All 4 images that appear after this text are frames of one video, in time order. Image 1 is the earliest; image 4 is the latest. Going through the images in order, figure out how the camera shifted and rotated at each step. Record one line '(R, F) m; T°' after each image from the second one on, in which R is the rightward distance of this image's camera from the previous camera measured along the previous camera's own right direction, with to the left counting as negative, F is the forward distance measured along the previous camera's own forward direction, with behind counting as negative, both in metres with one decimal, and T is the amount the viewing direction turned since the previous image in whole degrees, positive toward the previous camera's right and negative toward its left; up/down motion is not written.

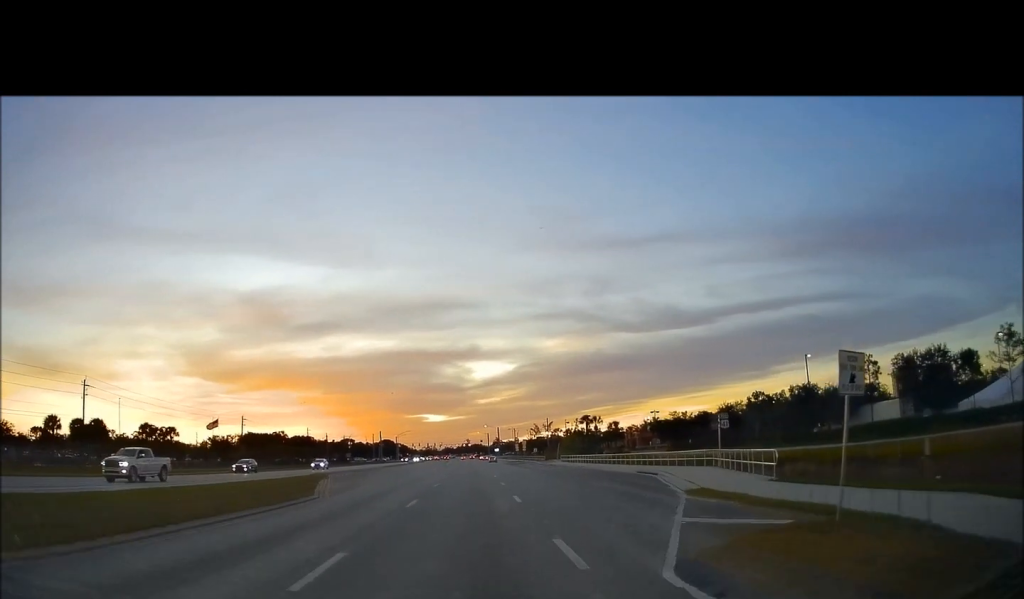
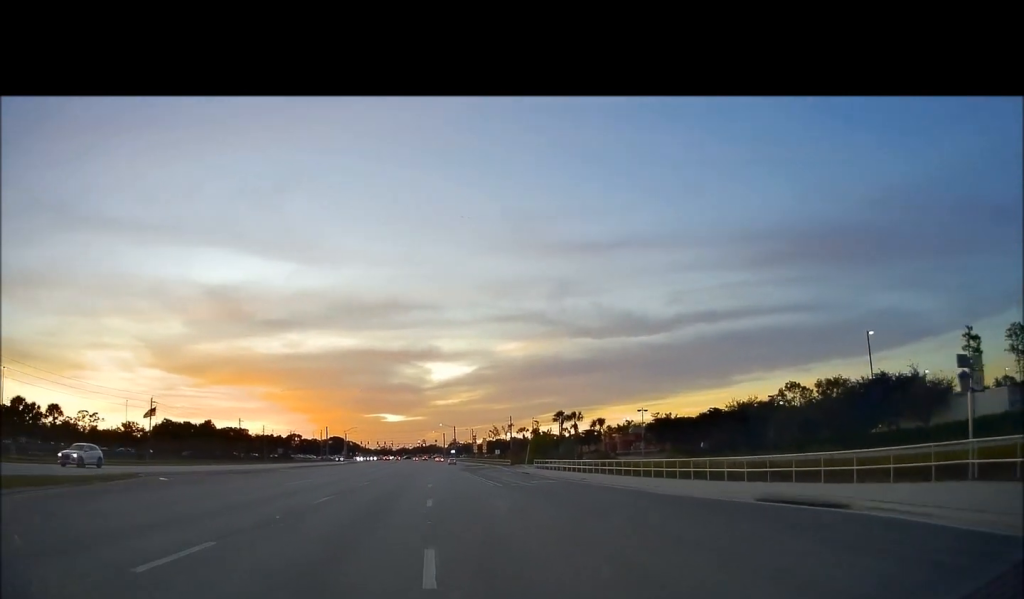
(-0.2, +25.2) m; +2°
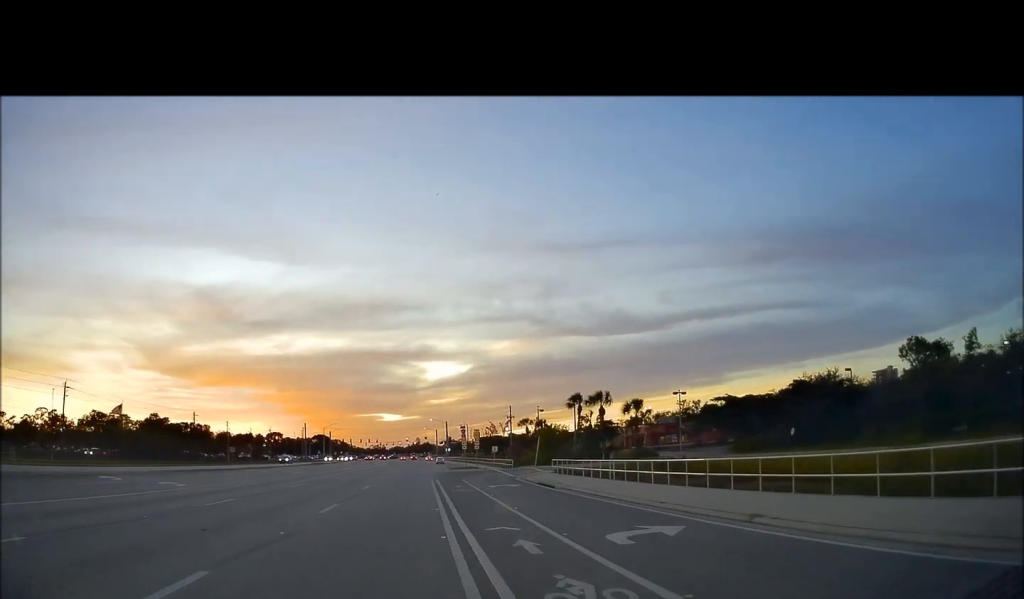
(+1.2, +27.0) m; +1°
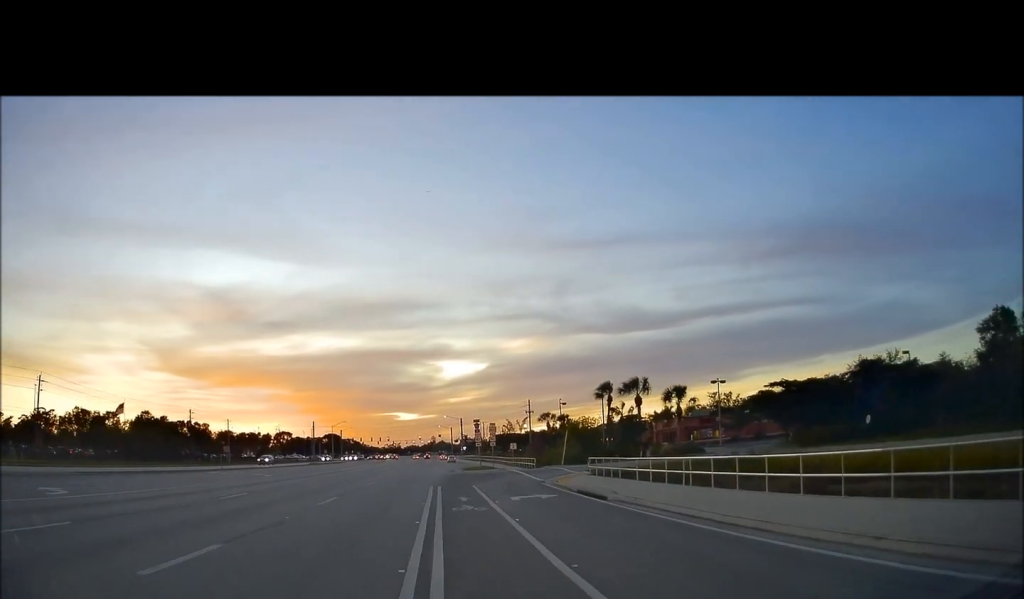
(0.0, +10.3) m; -1°
